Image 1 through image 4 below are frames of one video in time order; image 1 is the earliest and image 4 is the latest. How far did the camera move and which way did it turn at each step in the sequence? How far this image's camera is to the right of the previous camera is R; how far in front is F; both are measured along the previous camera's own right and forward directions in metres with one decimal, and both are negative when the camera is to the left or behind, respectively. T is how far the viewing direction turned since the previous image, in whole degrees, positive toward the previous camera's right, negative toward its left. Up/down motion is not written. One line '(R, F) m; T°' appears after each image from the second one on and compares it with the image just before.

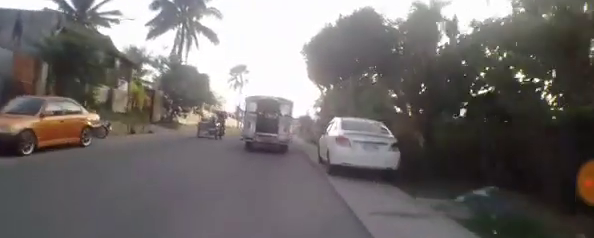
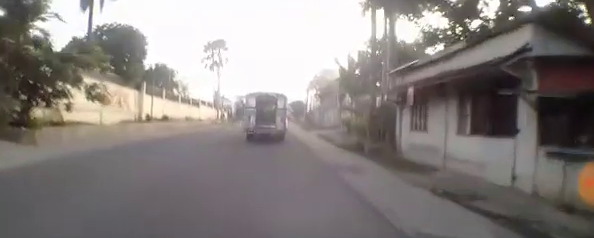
(+0.8, +15.8) m; +6°
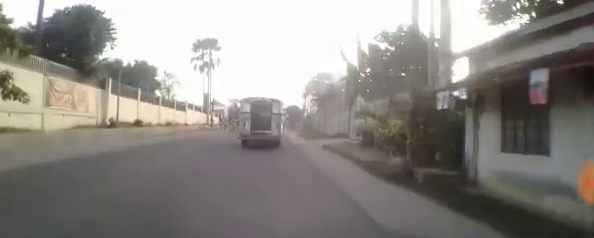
(+0.1, +4.6) m; 0°
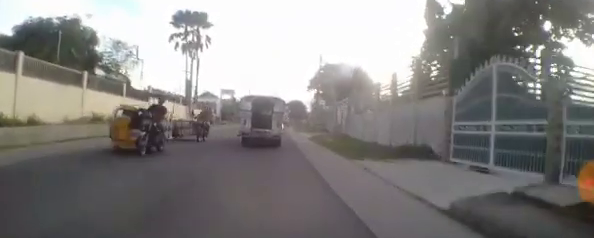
(-0.1, +11.8) m; -1°
